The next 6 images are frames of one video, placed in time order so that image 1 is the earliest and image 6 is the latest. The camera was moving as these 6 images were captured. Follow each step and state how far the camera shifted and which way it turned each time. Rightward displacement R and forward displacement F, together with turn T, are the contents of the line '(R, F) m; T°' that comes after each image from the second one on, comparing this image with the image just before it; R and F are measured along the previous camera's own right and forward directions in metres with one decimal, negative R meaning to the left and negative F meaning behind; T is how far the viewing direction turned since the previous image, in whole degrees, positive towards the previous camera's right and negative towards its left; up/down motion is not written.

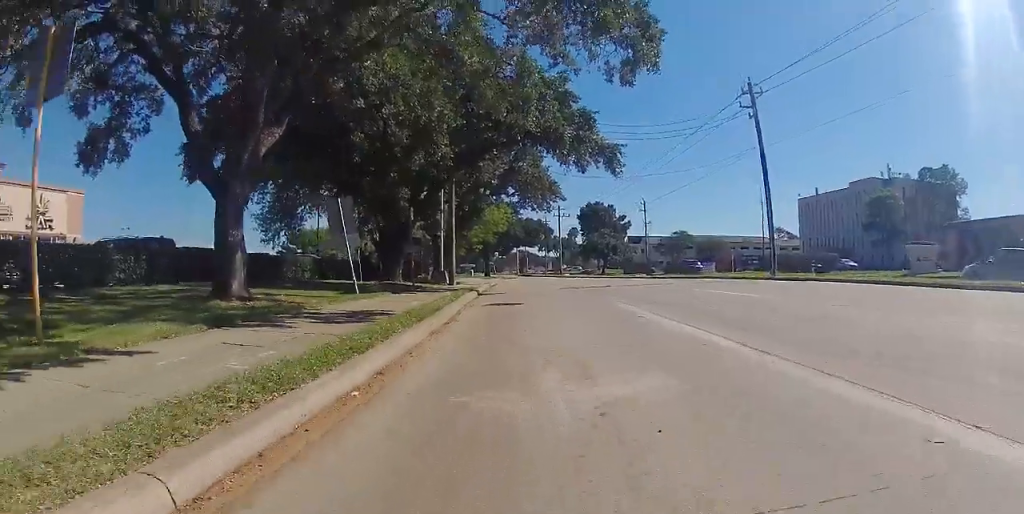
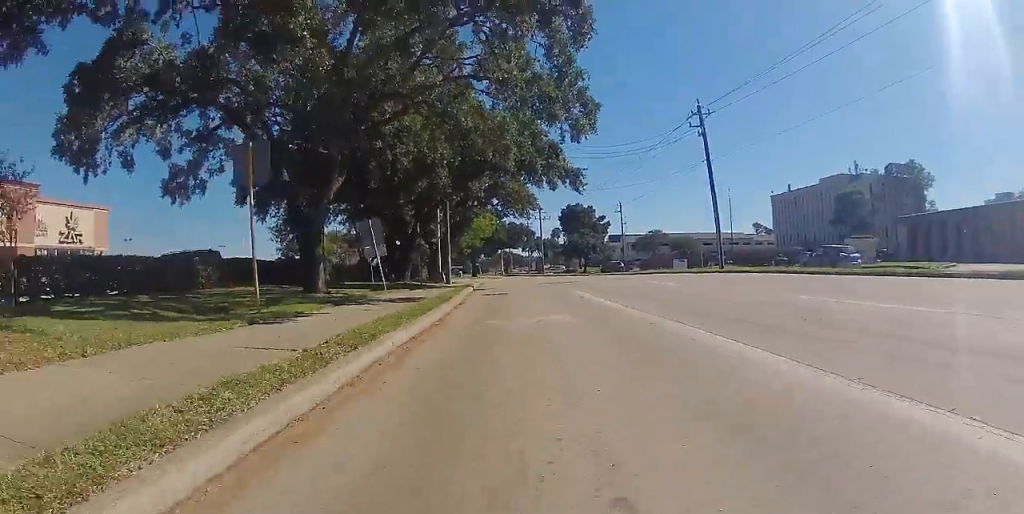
(+0.3, +5.6) m; +1°
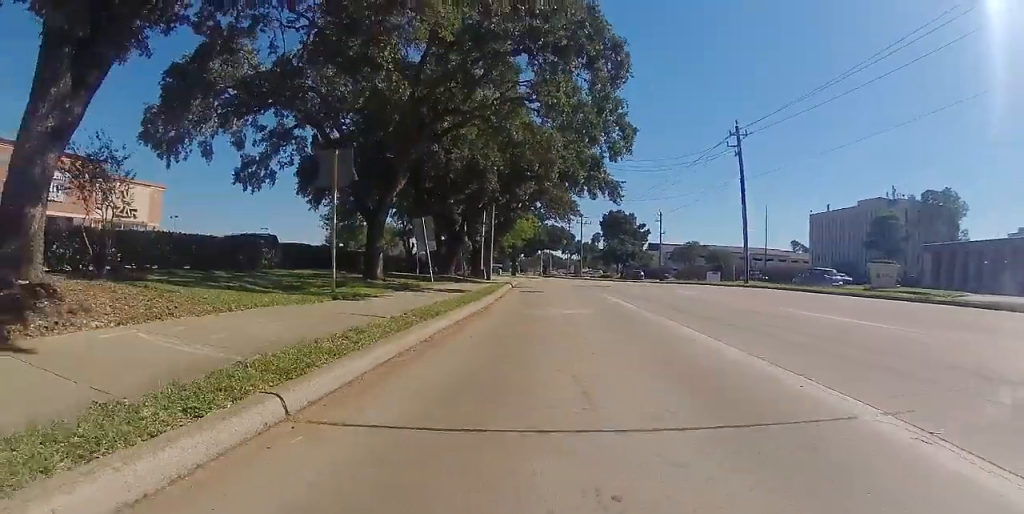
(-0.1, +2.1) m; -2°
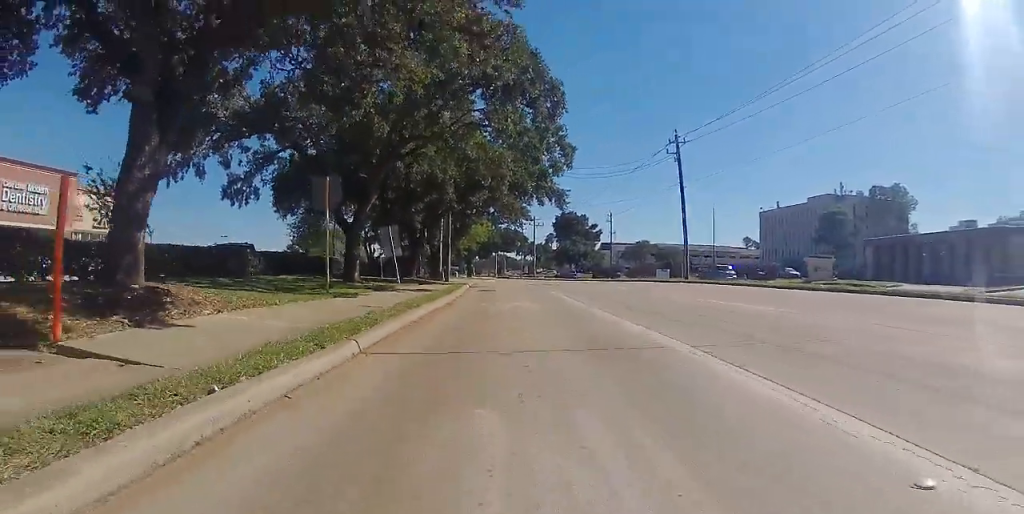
(-0.1, +3.0) m; -3°
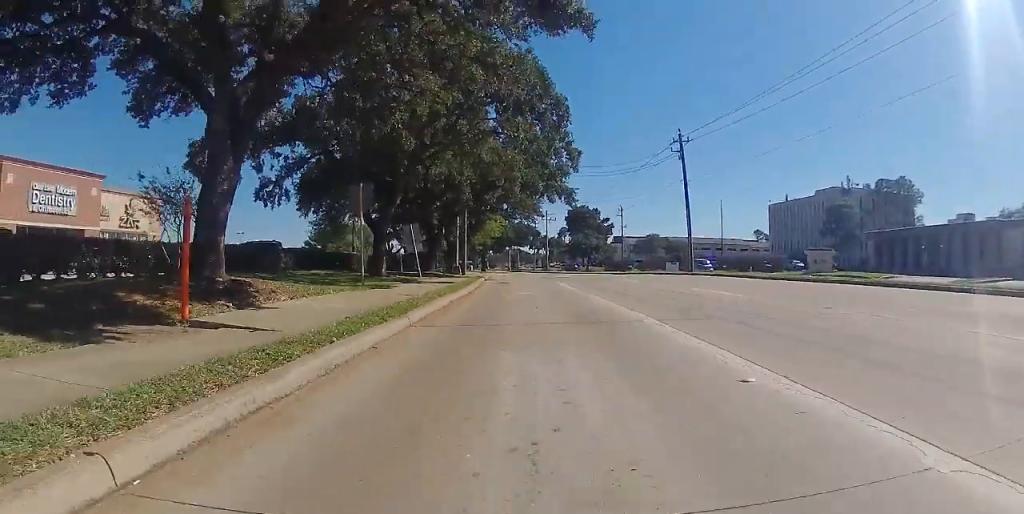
(0.0, +2.2) m; -2°
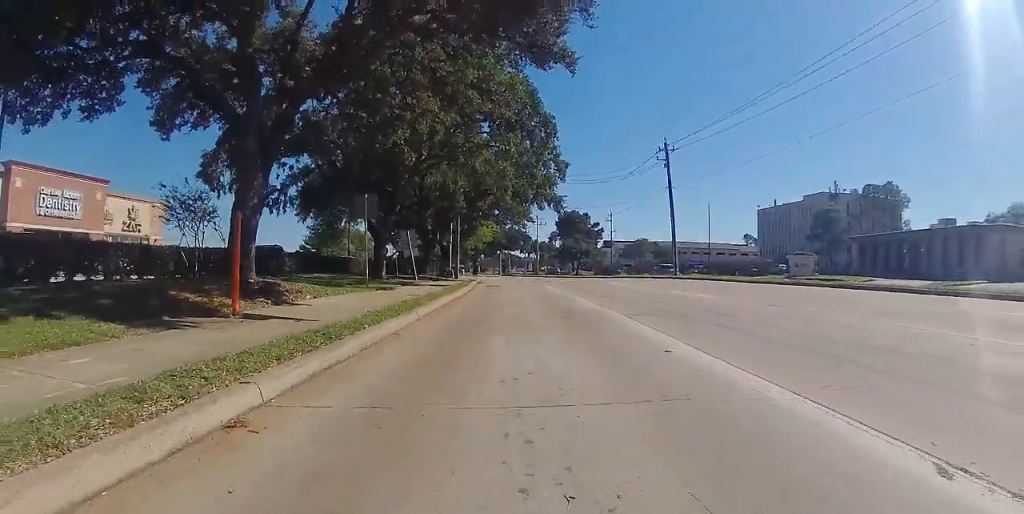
(-0.1, +1.7) m; -1°
